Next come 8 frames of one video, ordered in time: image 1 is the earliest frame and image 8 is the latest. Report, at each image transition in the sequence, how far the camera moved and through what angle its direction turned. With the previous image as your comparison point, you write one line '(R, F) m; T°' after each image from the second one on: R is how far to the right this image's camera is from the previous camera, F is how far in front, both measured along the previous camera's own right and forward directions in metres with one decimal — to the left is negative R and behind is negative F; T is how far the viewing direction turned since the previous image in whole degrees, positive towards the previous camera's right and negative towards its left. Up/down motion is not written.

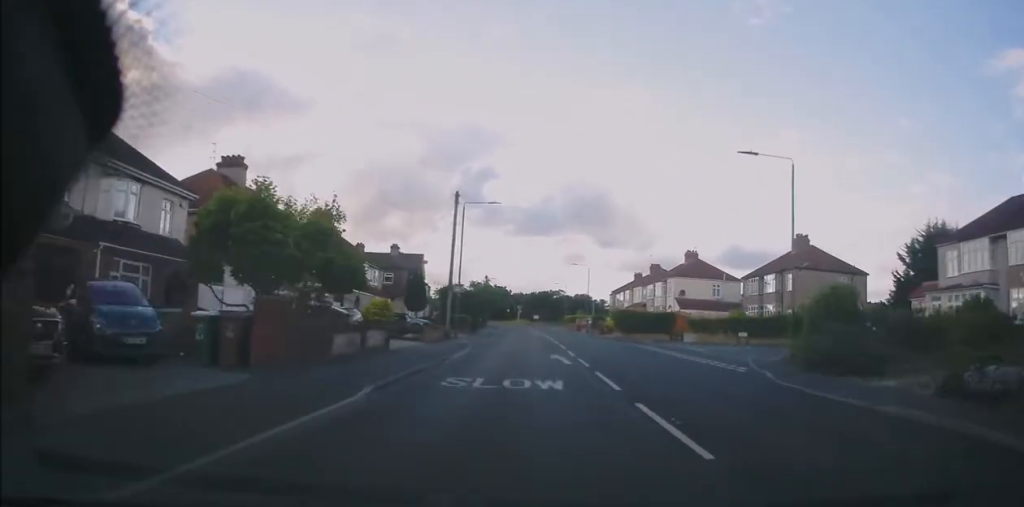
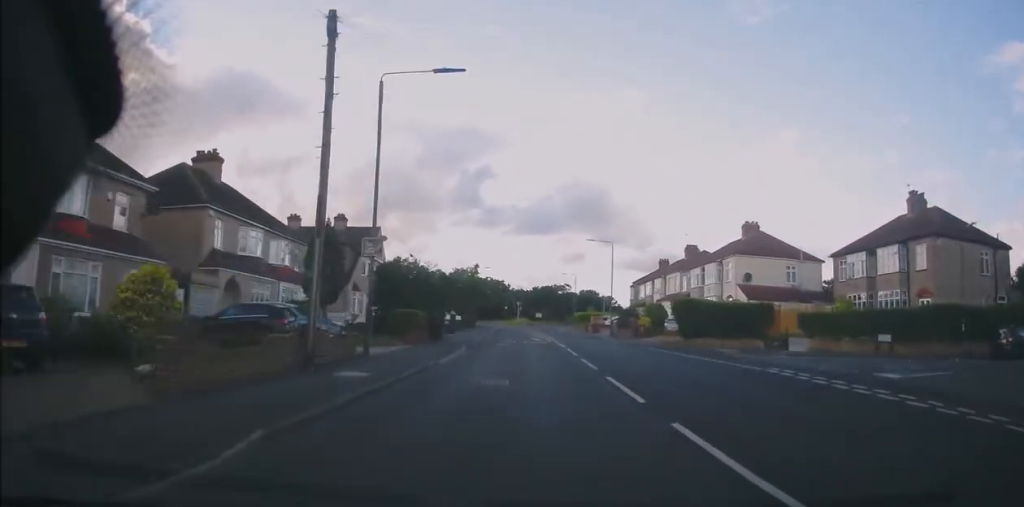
(+0.1, +20.2) m; 0°
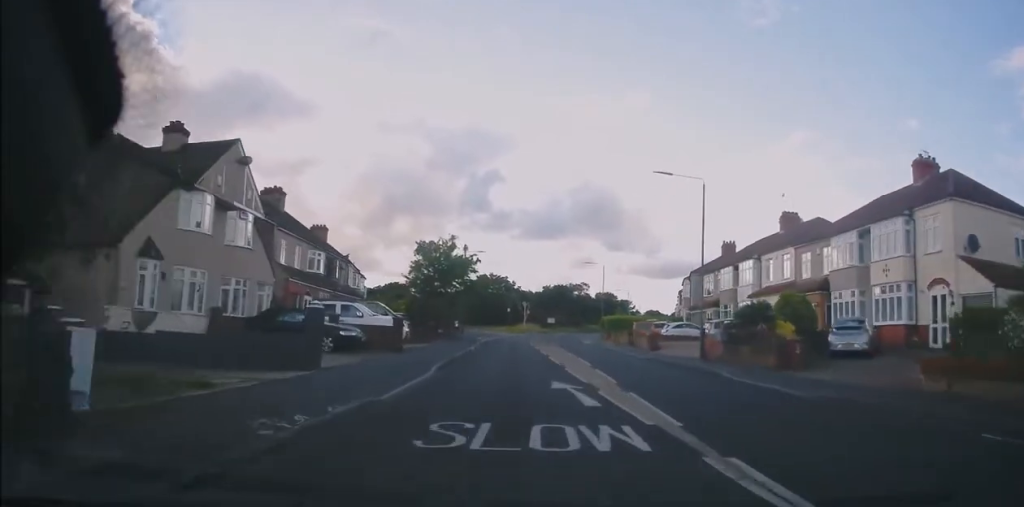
(-0.4, +25.8) m; 0°
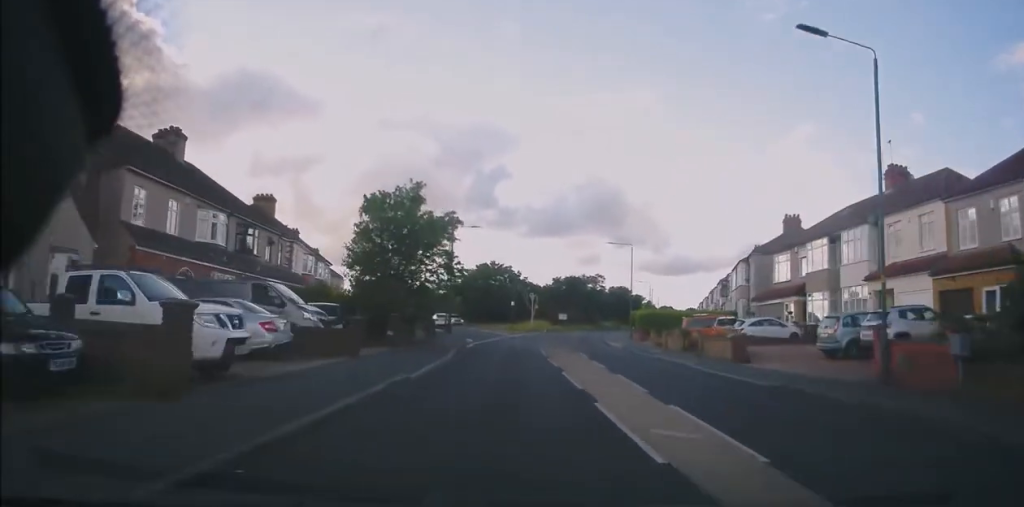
(+0.4, +14.3) m; 0°
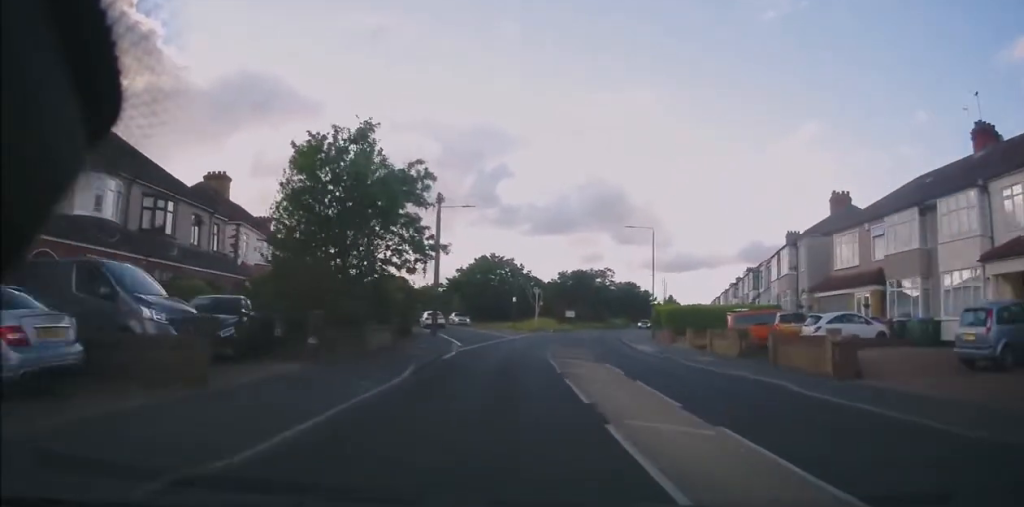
(-0.3, +7.8) m; -2°
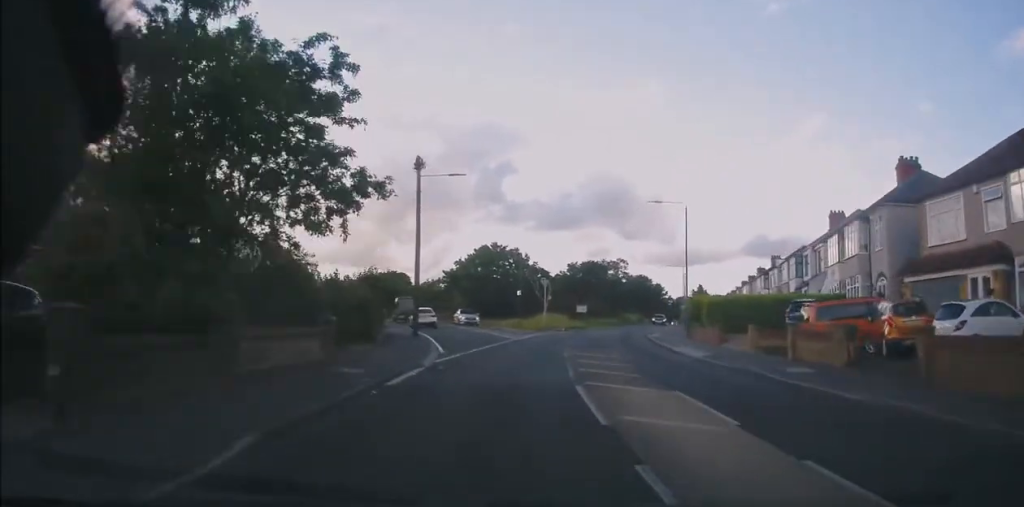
(-0.1, +8.0) m; -2°
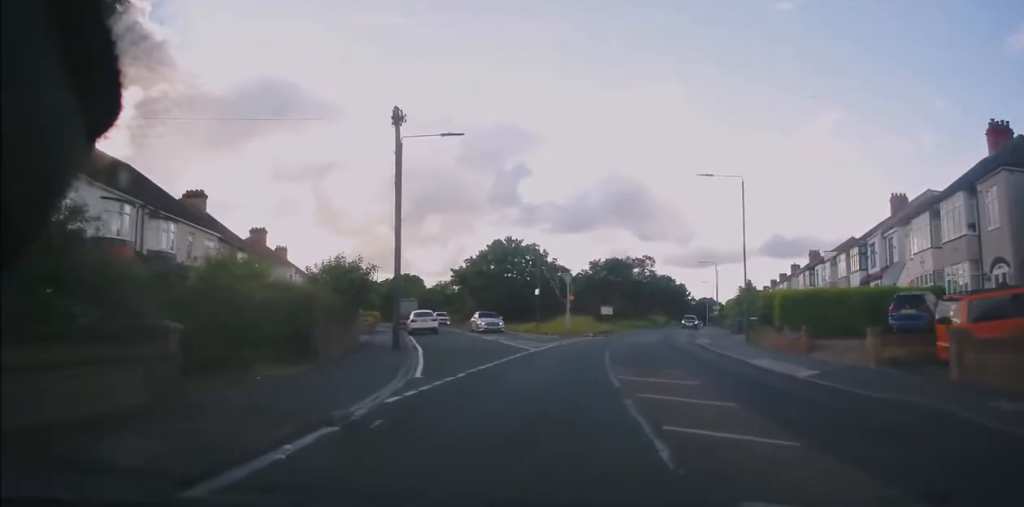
(-0.1, +7.0) m; -1°
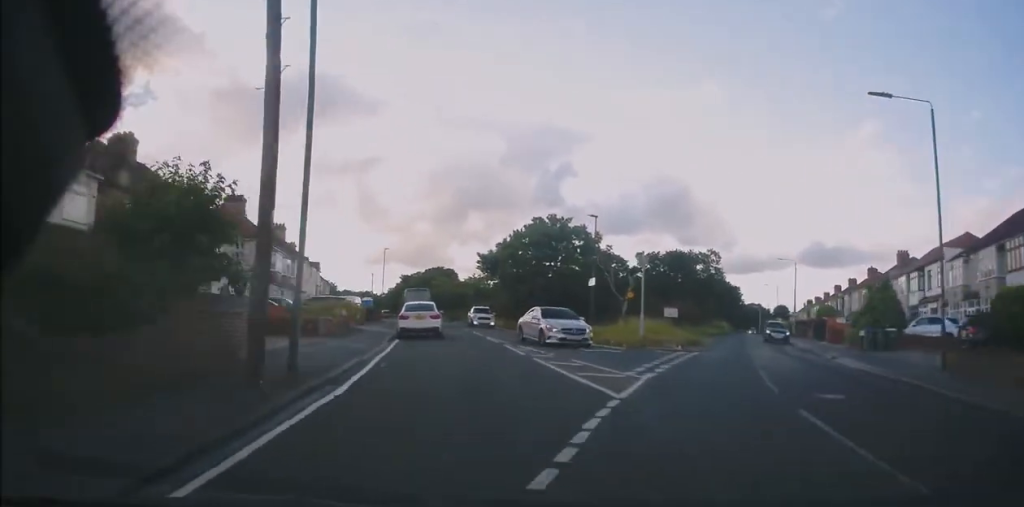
(-0.3, +13.4) m; -2°
